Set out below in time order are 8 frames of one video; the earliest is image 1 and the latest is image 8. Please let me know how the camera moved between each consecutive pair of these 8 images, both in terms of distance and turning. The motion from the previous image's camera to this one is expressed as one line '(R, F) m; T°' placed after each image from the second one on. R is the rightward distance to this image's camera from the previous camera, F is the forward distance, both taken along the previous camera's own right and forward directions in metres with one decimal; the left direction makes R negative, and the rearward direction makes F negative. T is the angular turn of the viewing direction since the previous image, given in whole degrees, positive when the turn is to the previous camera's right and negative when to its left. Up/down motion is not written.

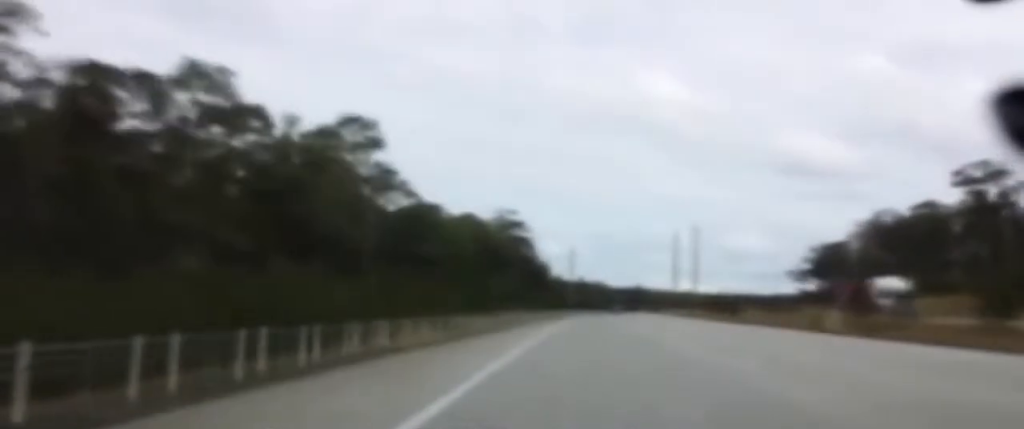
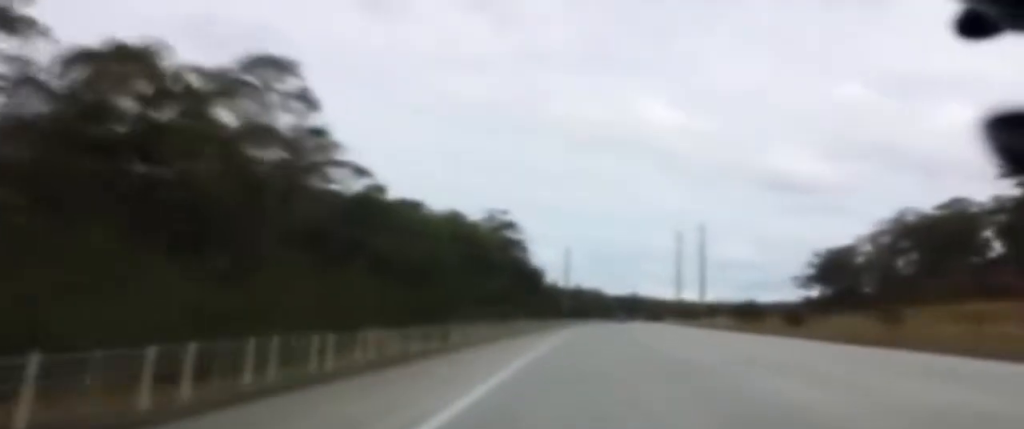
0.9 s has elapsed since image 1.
(+0.6, +27.8) m; +1°
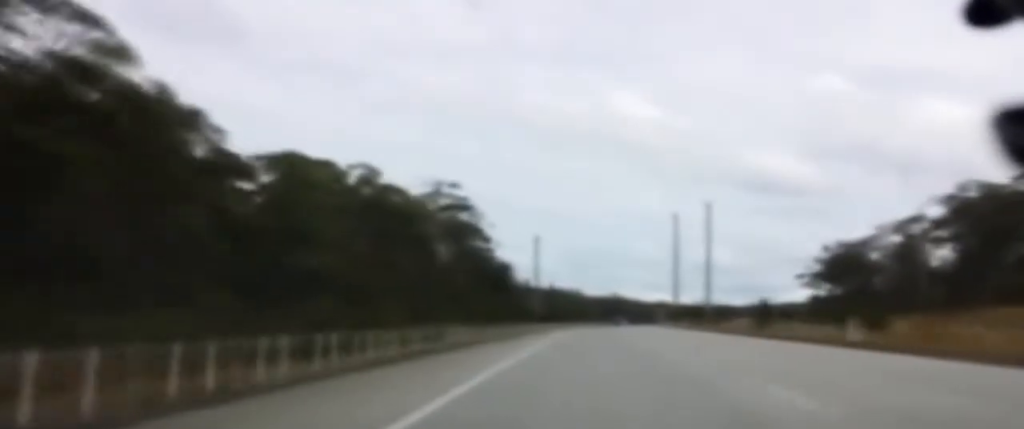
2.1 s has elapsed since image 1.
(+0.3, +37.9) m; +1°
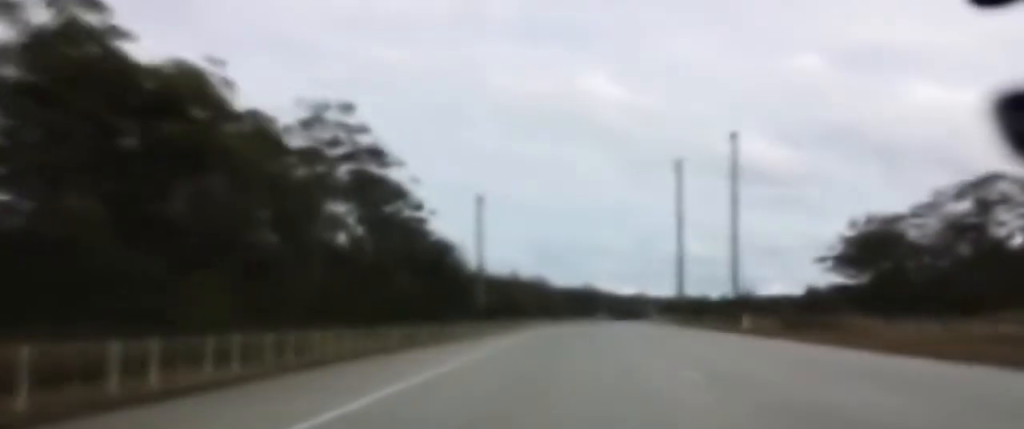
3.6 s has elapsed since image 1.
(+0.7, +44.8) m; +1°
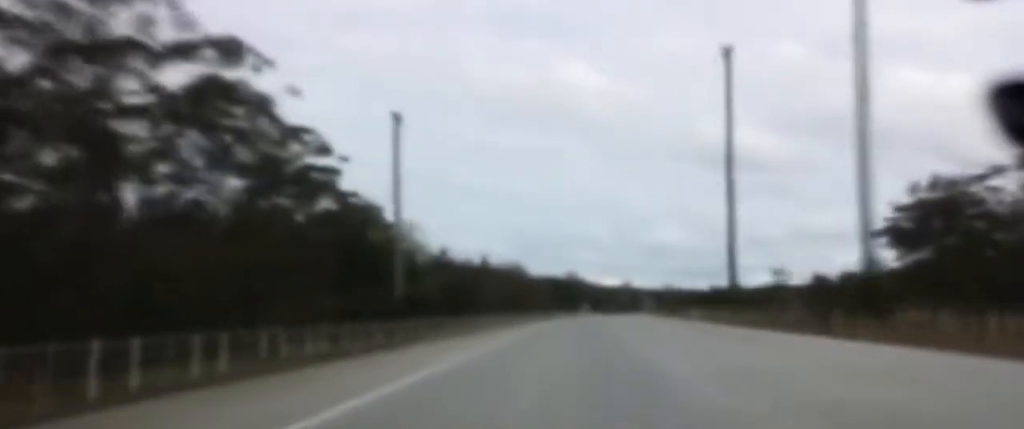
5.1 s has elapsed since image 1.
(+0.6, +45.6) m; +1°
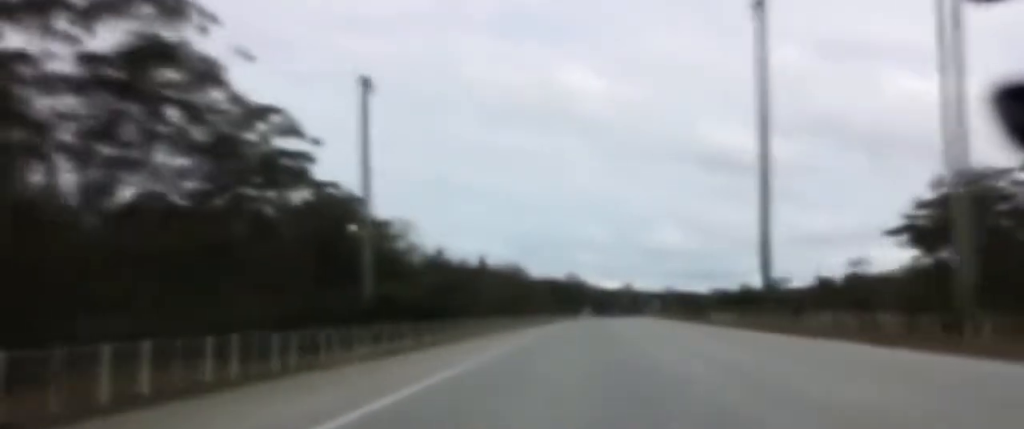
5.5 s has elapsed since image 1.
(+0.1, +12.1) m; 0°
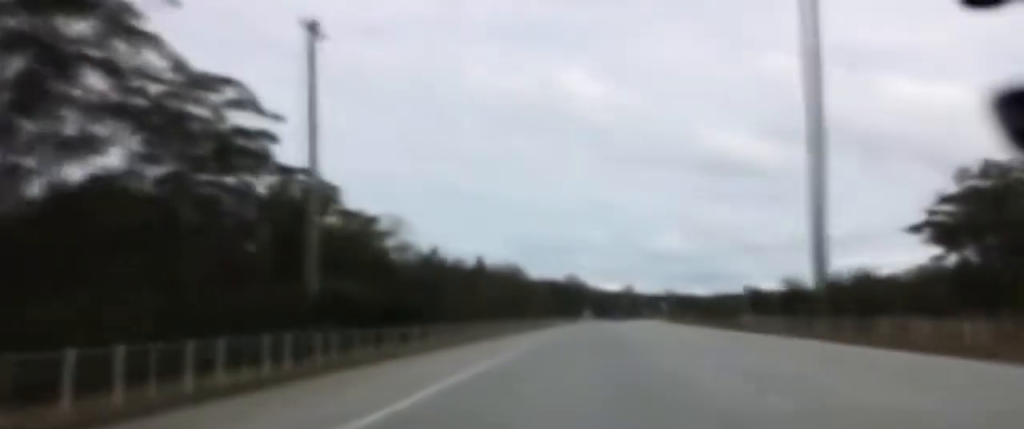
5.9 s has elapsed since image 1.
(0.0, +13.1) m; 0°
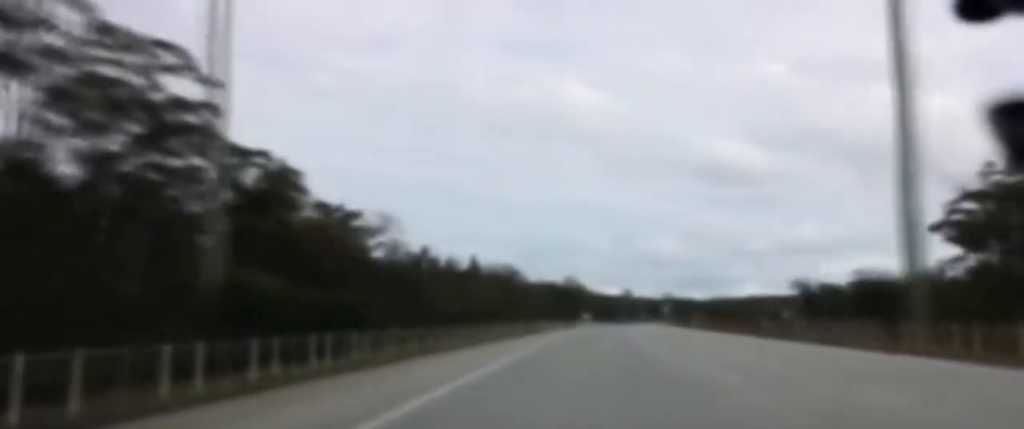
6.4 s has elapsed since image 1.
(0.0, +13.1) m; 0°
